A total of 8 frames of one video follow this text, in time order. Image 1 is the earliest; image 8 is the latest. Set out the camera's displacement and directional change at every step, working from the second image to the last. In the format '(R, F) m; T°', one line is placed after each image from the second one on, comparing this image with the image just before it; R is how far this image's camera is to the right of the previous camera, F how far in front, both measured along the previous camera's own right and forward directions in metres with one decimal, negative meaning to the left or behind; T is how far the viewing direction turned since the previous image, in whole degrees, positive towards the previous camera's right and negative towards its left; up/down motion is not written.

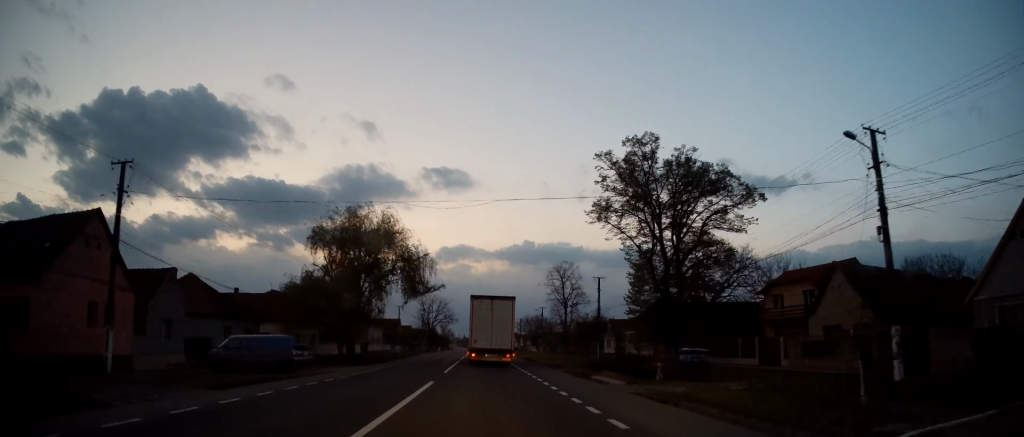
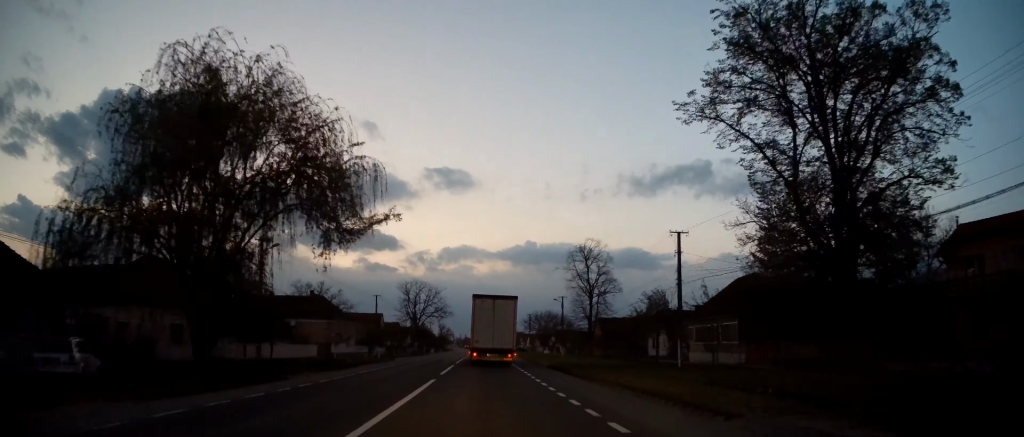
(+0.1, +21.5) m; +1°
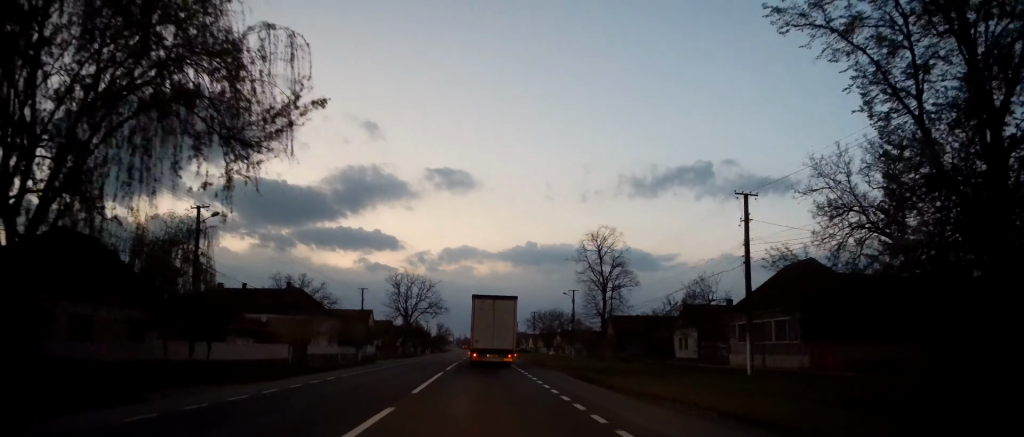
(+0.1, +8.5) m; 0°
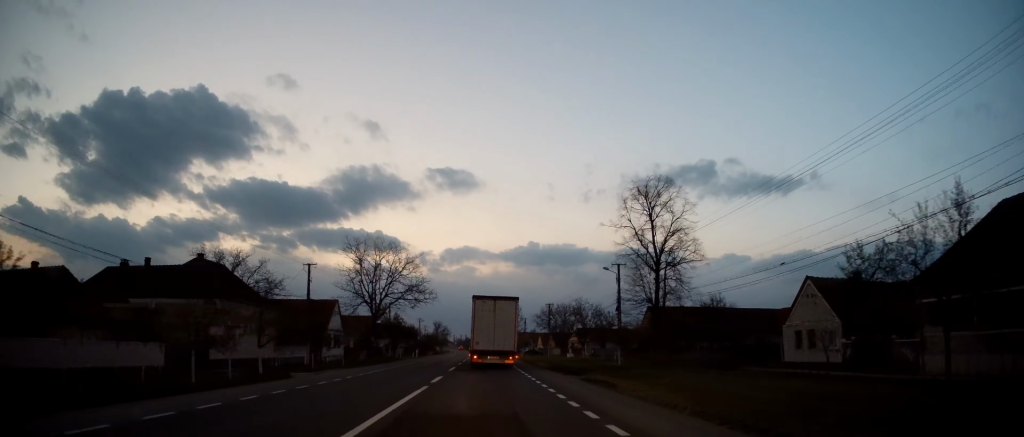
(0.0, +20.6) m; -1°
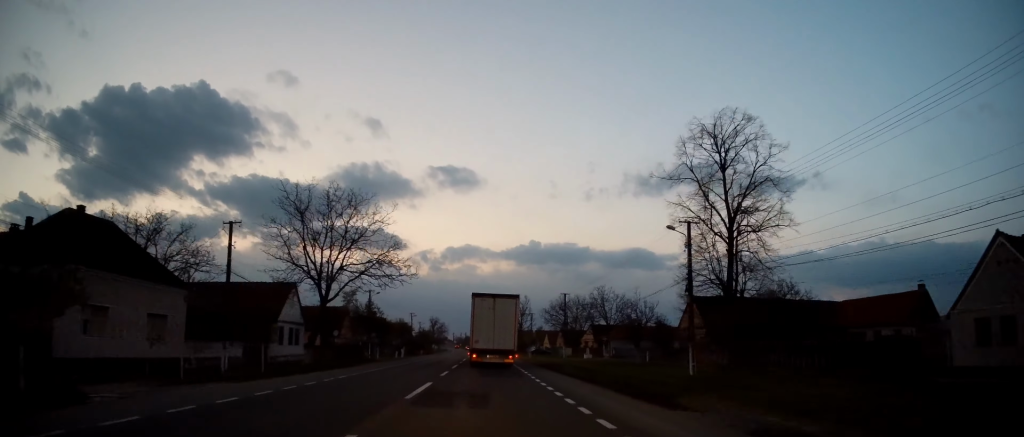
(-0.3, +14.7) m; 0°
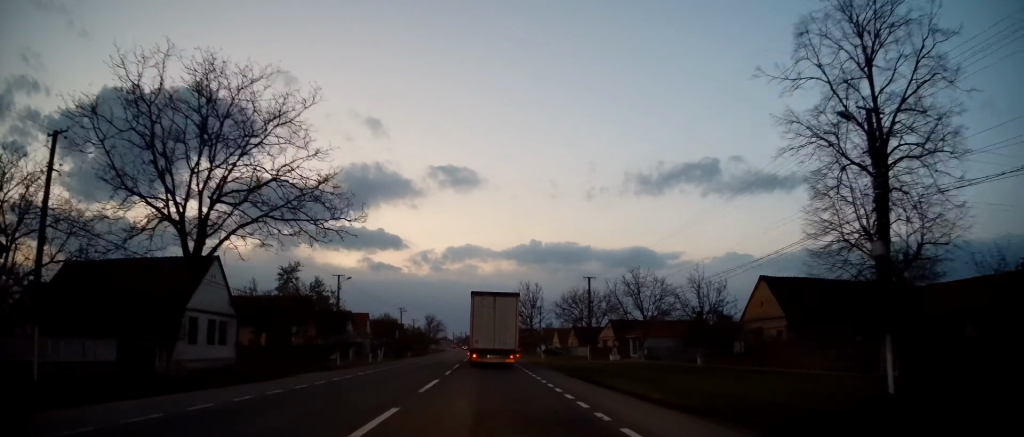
(0.0, +14.7) m; 0°
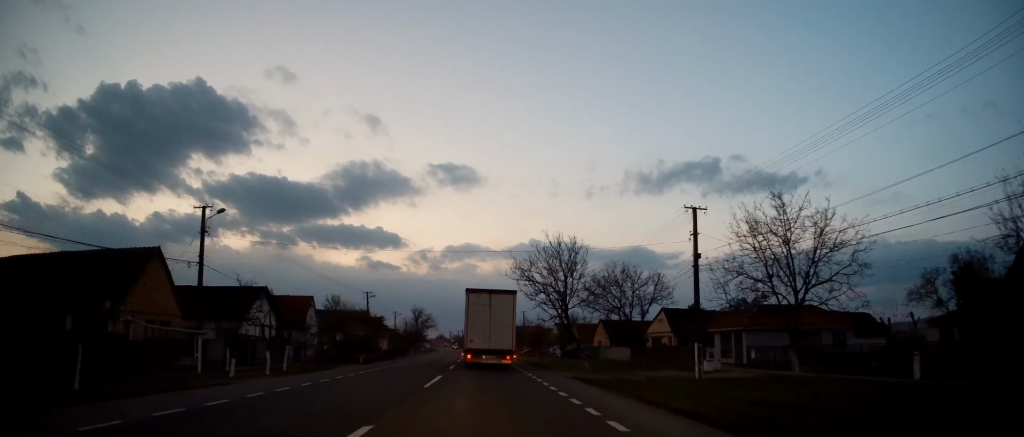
(+0.3, +26.1) m; 0°
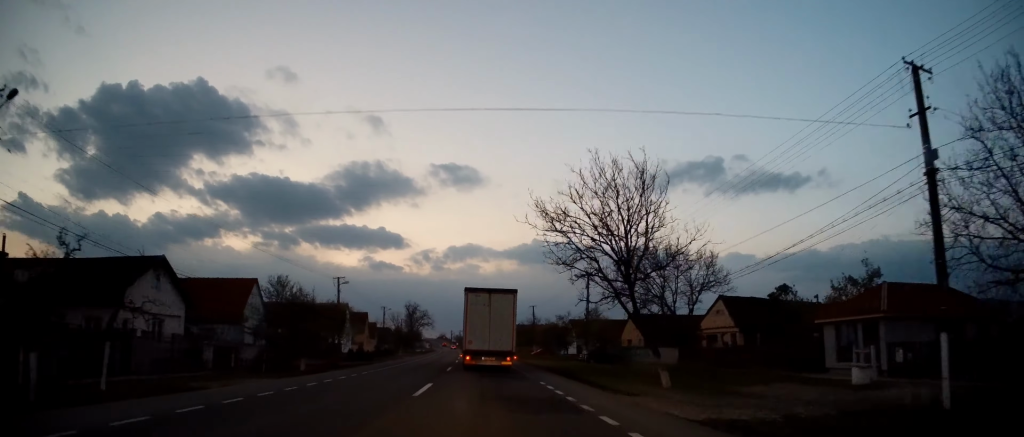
(-0.1, +14.7) m; 0°
